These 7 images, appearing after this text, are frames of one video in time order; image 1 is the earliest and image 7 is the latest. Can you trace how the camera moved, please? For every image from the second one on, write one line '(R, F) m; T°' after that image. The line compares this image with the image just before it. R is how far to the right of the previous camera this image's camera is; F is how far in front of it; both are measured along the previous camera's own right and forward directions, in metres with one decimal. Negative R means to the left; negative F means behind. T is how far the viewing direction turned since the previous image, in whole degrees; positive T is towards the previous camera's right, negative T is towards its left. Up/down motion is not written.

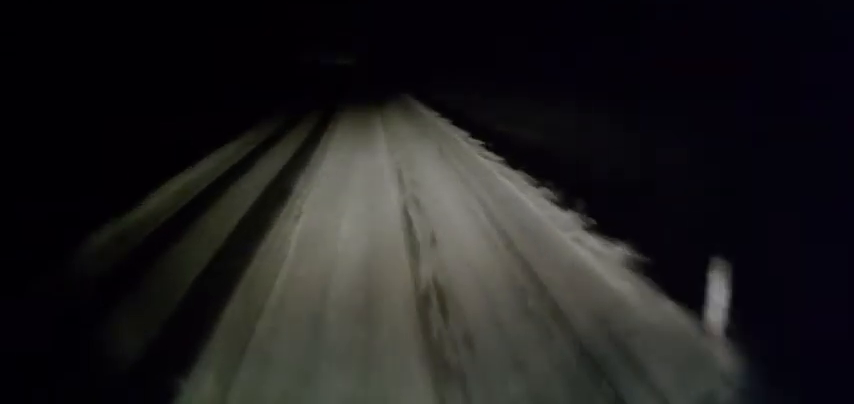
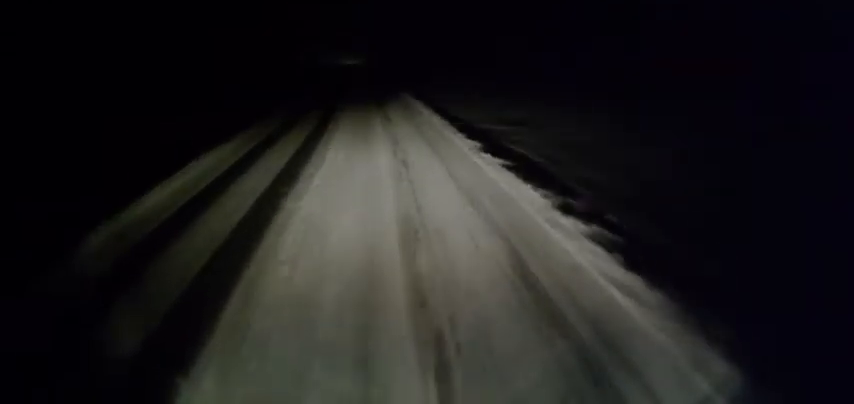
(+0.2, +7.5) m; -1°
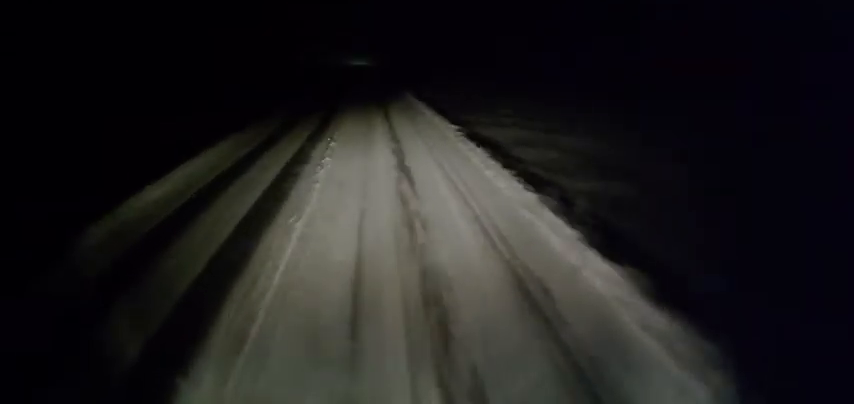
(-0.6, +10.9) m; -2°
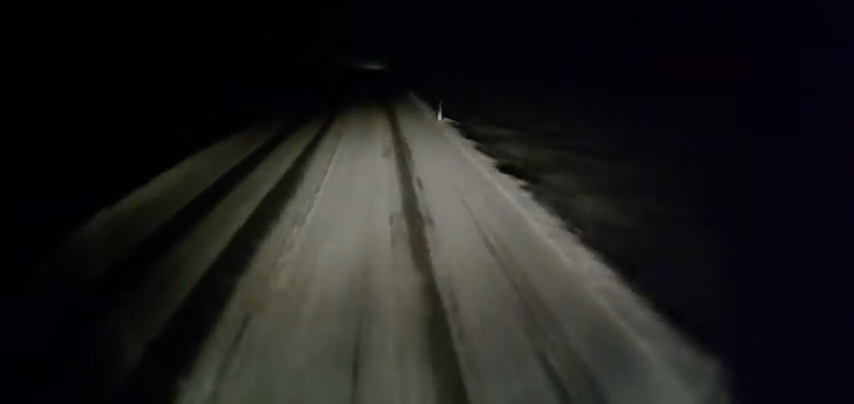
(0.0, +14.8) m; 0°
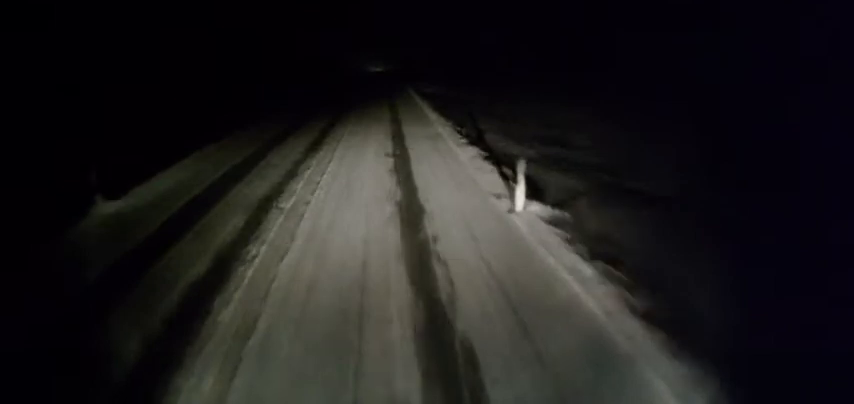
(-0.1, +12.1) m; -1°
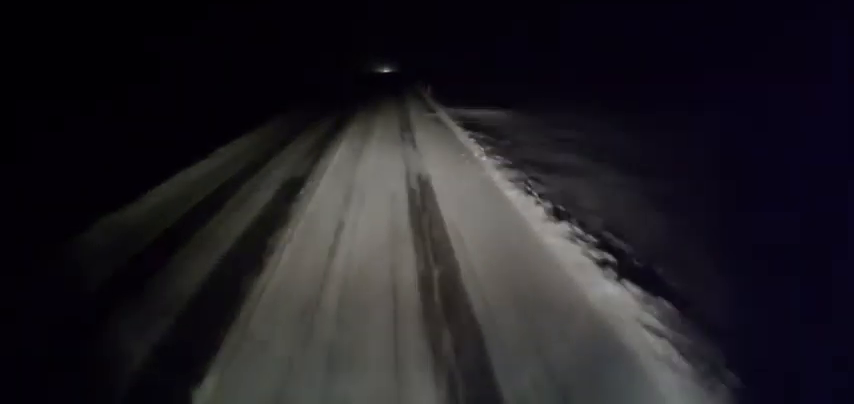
(-0.2, +24.1) m; -1°
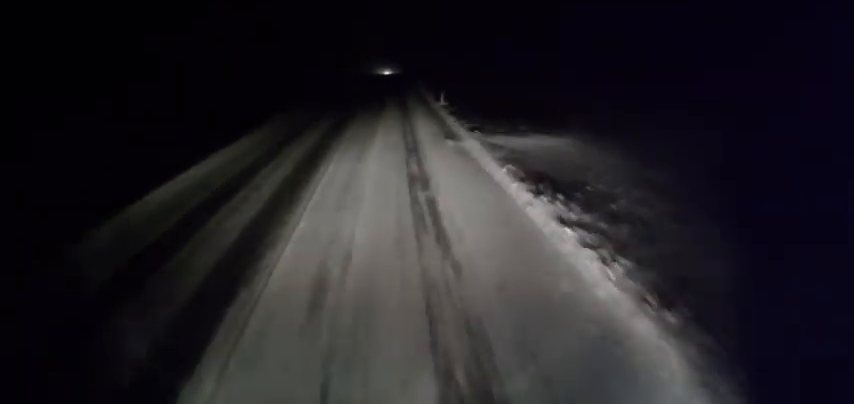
(-0.1, +8.3) m; 0°
